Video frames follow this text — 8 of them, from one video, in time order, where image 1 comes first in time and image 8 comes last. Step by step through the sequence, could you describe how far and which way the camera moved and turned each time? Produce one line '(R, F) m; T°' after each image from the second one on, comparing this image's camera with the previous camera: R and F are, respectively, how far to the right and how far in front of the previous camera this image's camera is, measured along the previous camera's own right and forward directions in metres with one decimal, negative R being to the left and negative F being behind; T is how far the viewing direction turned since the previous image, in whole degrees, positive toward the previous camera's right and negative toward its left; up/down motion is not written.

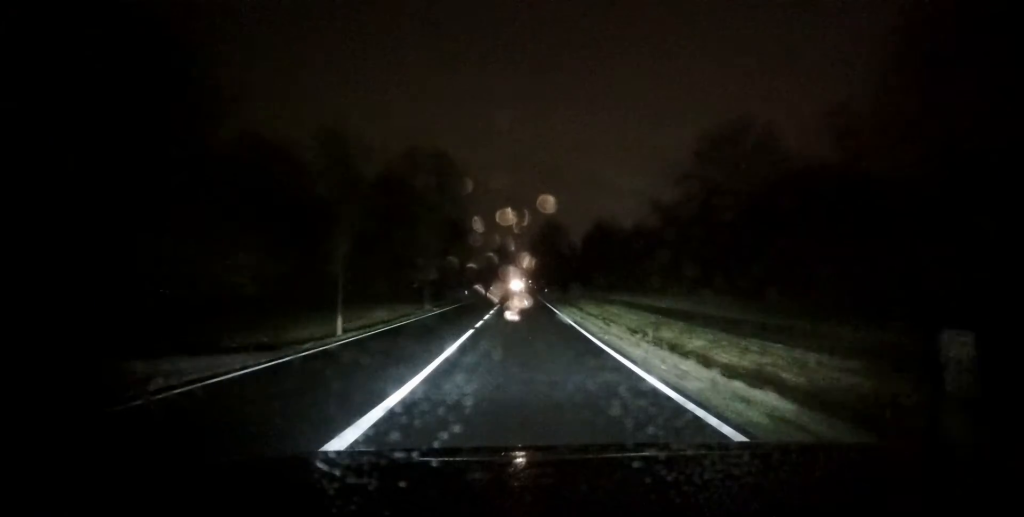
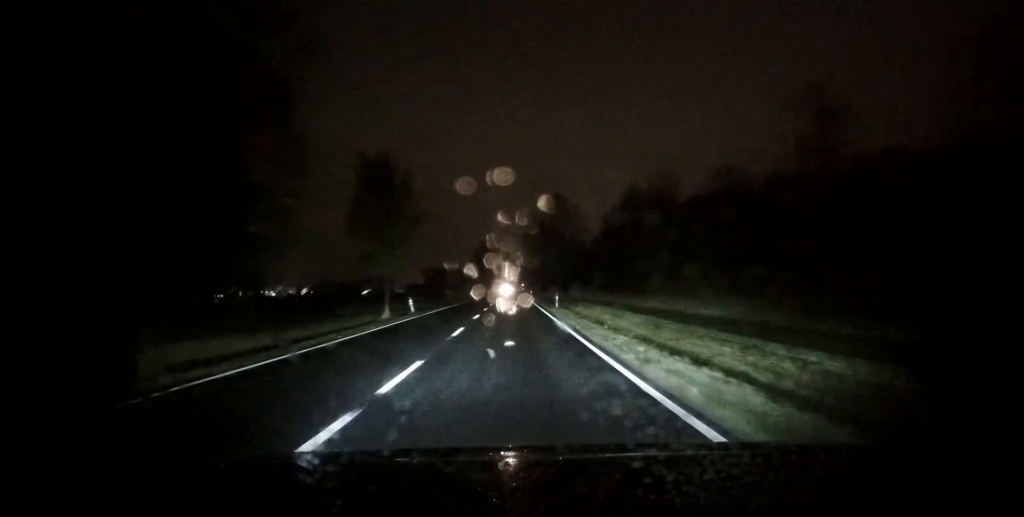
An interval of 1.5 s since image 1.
(+0.2, +30.4) m; -1°
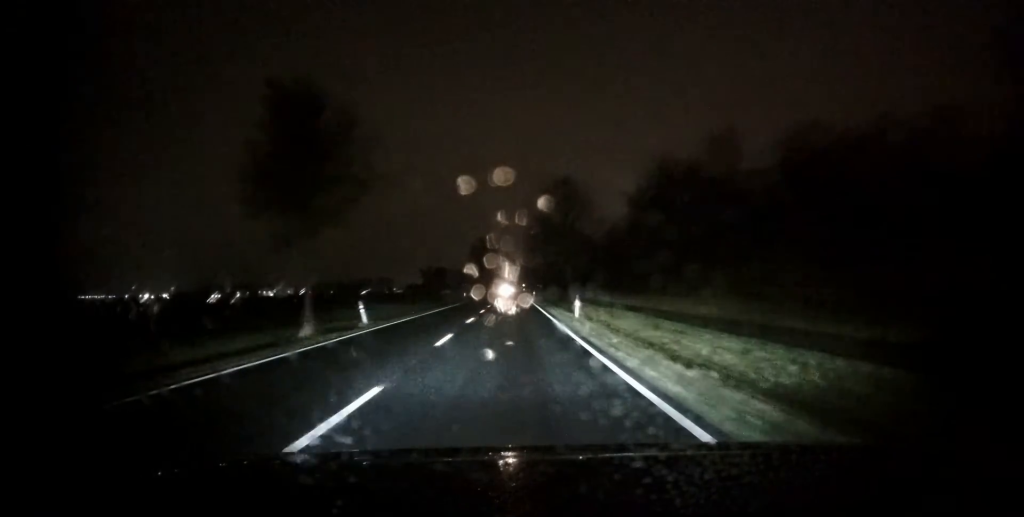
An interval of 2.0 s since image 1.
(-0.2, +11.8) m; 0°
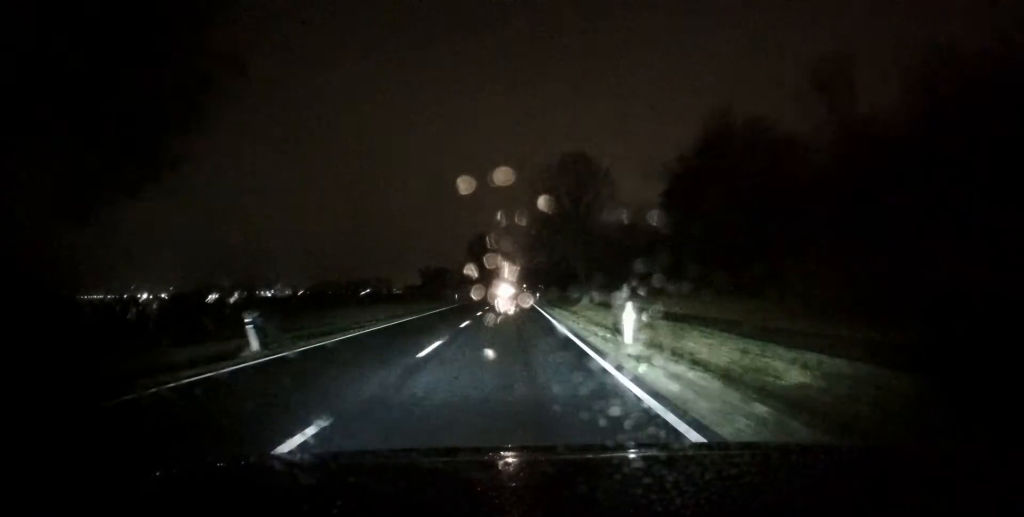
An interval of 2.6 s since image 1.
(-0.1, +11.1) m; 0°
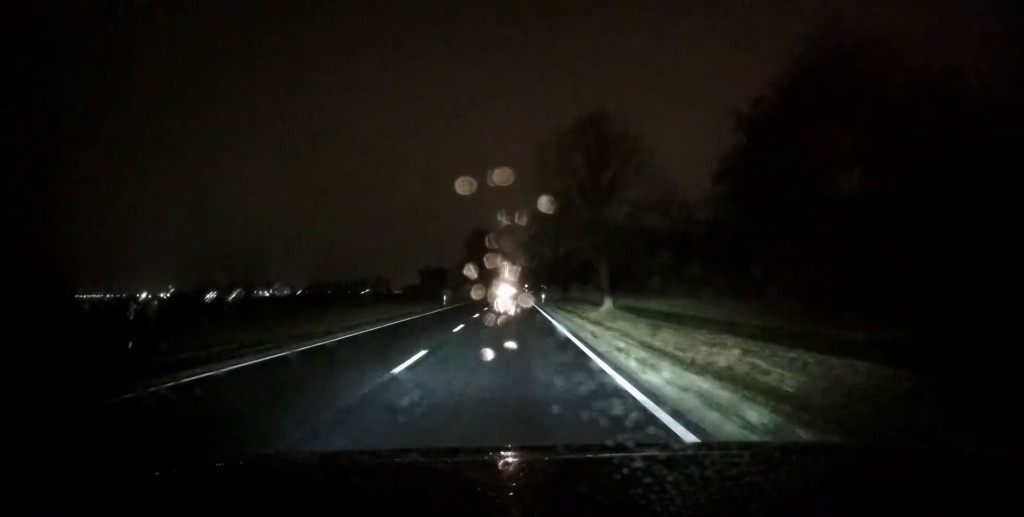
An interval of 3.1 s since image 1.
(+0.1, +11.0) m; 0°
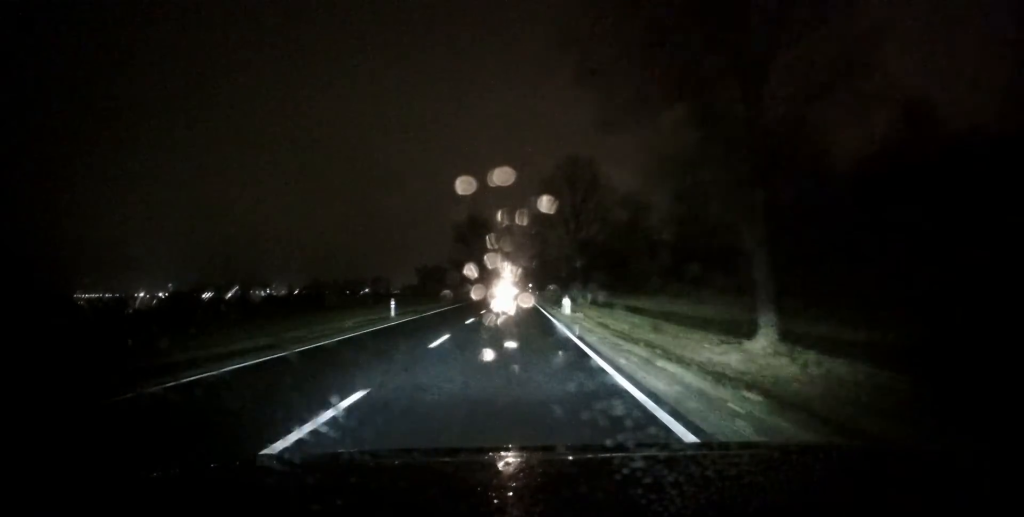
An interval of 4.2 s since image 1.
(+0.2, +22.9) m; 0°
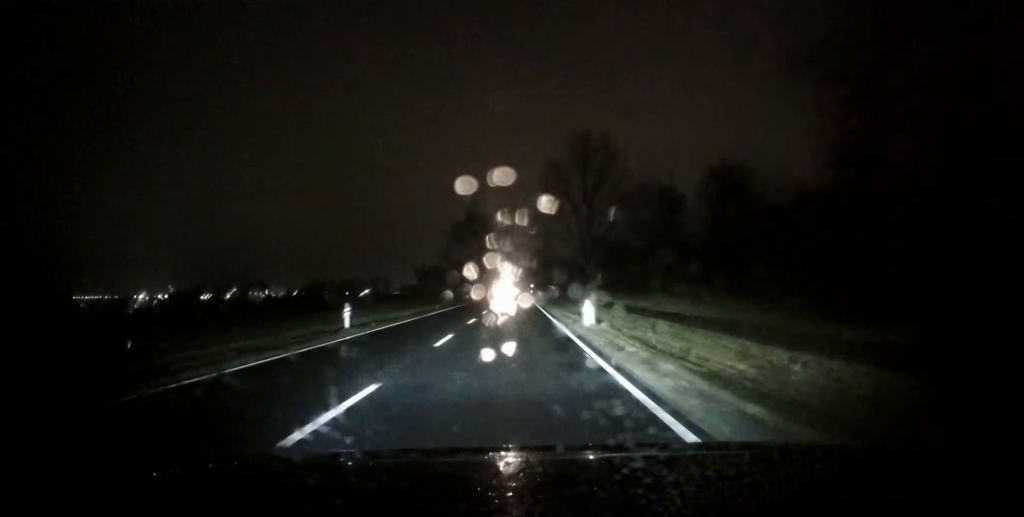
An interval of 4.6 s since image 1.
(0.0, +8.4) m; 0°
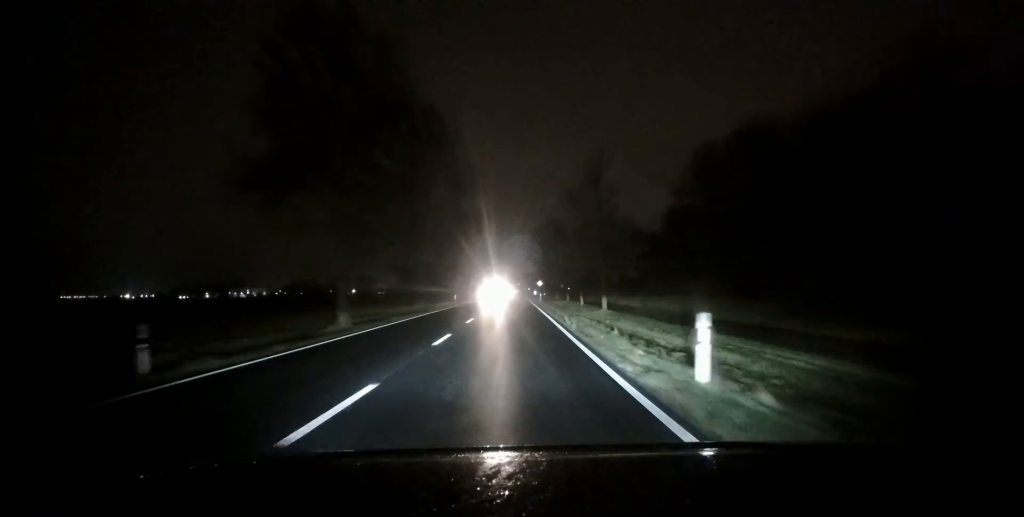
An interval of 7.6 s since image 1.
(-0.4, +62.8) m; 0°
